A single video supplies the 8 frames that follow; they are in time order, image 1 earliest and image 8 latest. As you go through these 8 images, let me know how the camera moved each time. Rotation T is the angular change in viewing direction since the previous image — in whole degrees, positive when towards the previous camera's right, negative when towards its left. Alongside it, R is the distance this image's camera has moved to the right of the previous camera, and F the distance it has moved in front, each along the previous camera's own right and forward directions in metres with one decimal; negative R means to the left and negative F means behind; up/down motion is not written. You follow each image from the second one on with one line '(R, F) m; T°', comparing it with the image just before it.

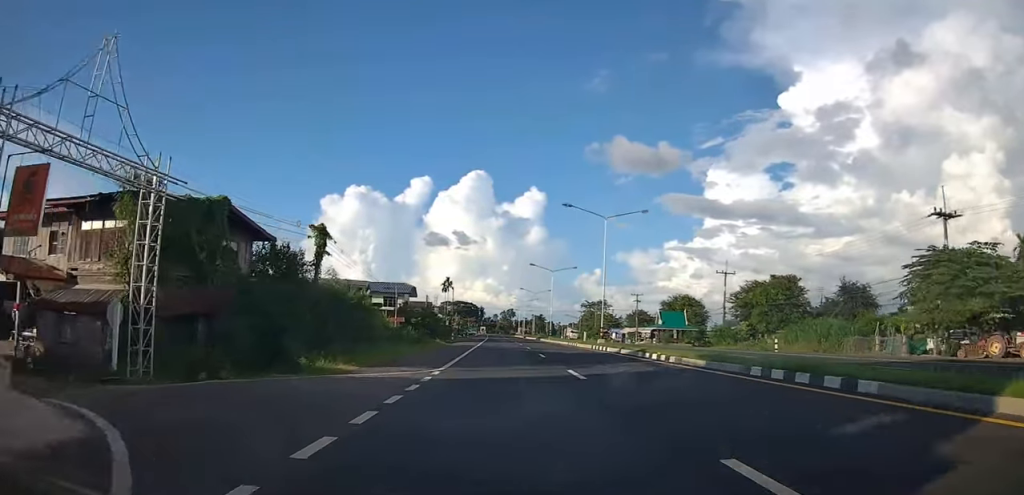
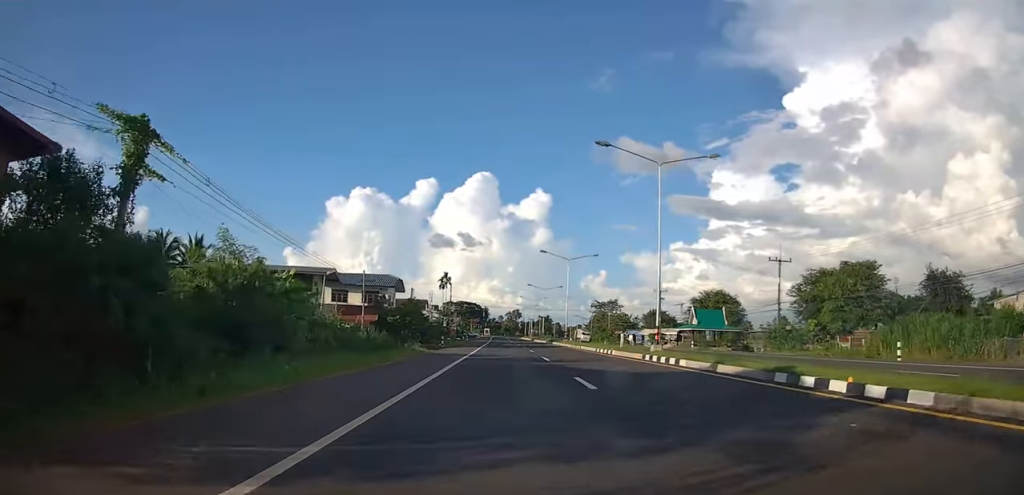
(-0.4, +13.5) m; -2°
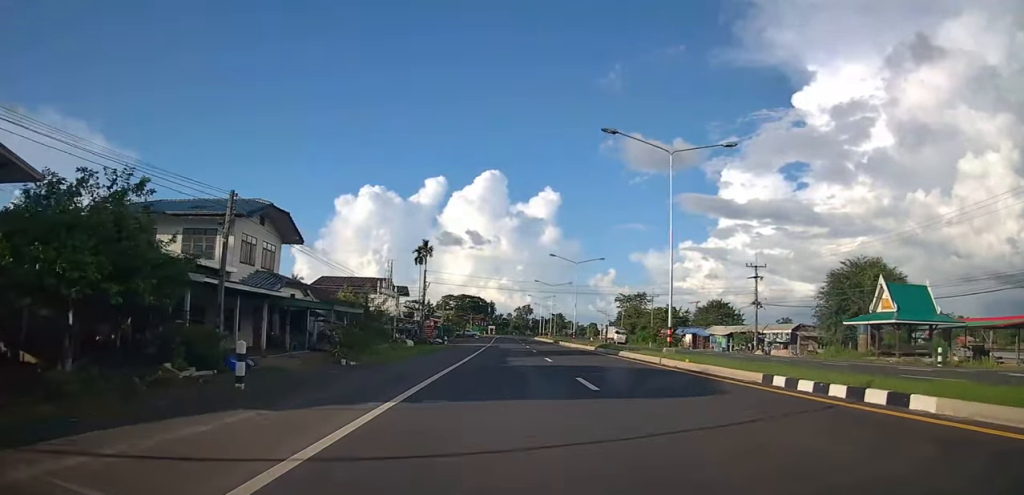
(-0.7, +36.6) m; -1°
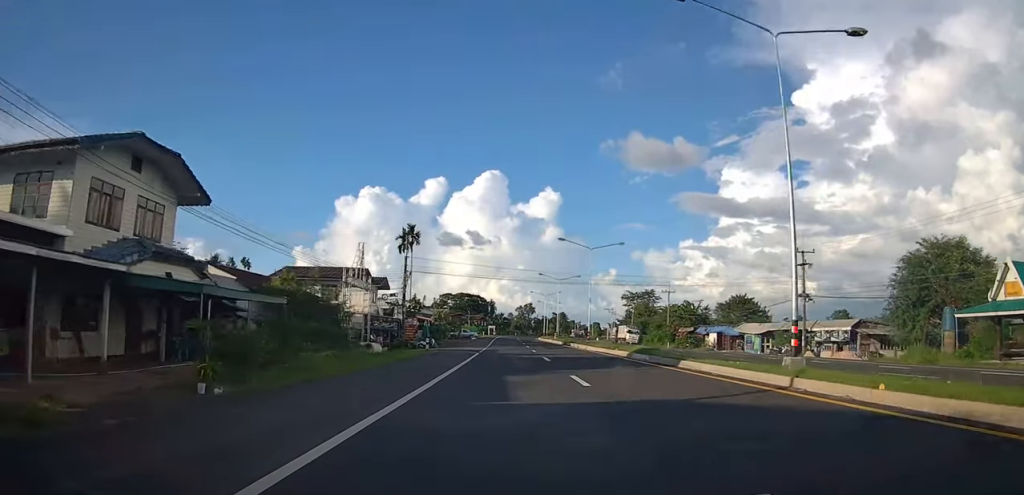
(0.0, +10.8) m; 0°
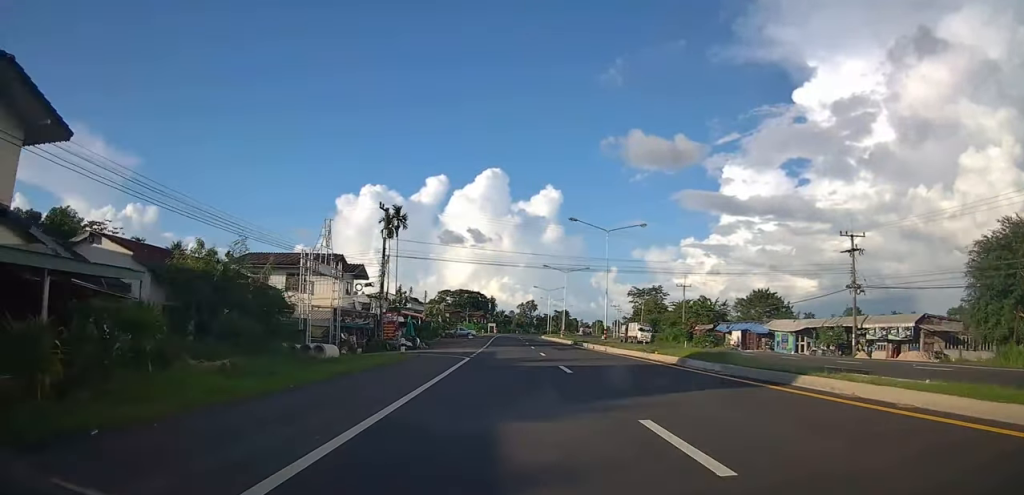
(0.0, +8.4) m; 0°
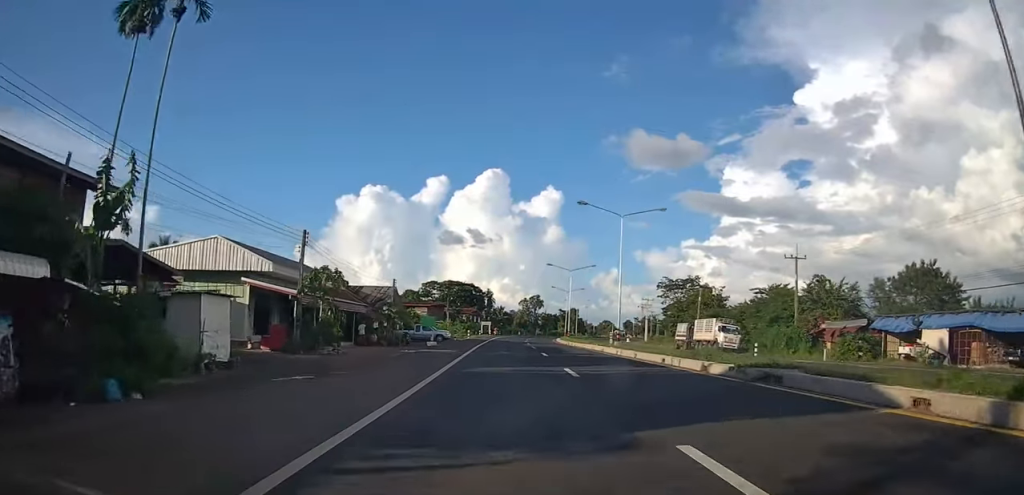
(0.0, +38.0) m; 0°
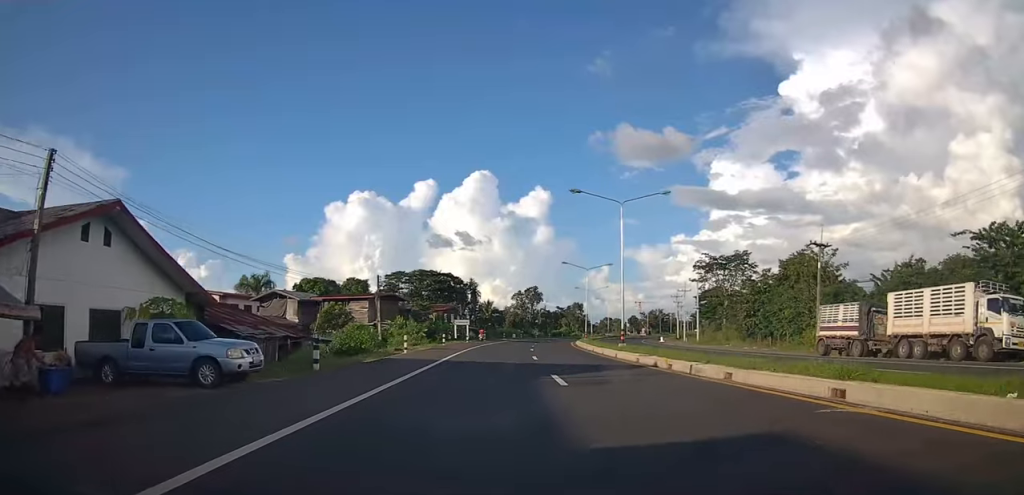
(0.0, +38.4) m; +2°
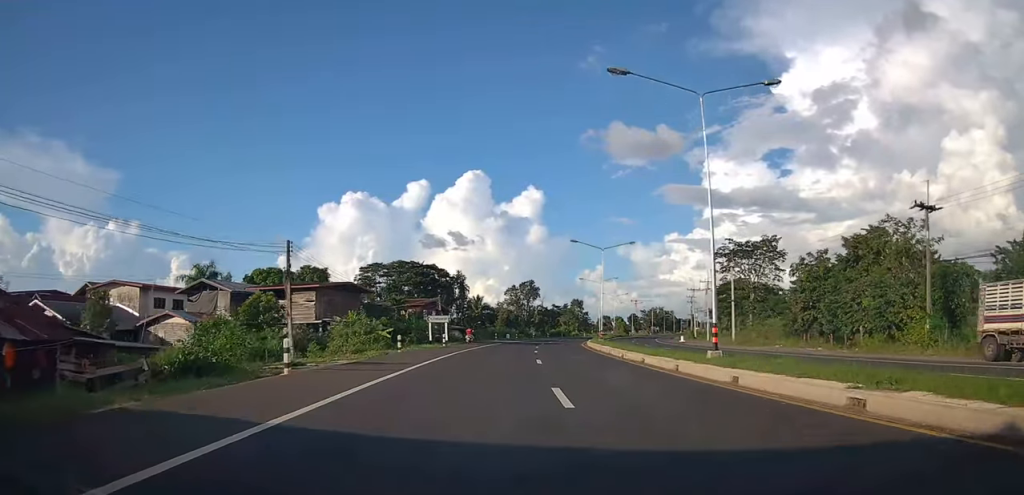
(+0.6, +16.3) m; 0°
